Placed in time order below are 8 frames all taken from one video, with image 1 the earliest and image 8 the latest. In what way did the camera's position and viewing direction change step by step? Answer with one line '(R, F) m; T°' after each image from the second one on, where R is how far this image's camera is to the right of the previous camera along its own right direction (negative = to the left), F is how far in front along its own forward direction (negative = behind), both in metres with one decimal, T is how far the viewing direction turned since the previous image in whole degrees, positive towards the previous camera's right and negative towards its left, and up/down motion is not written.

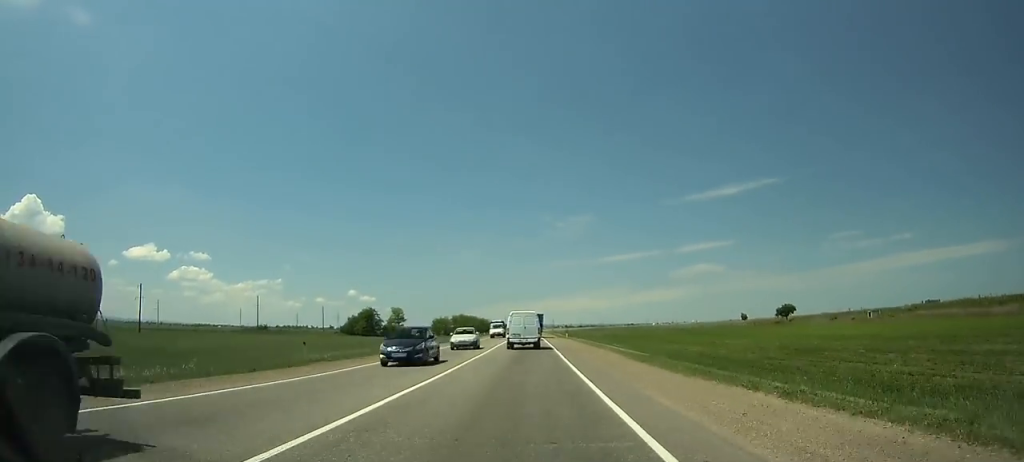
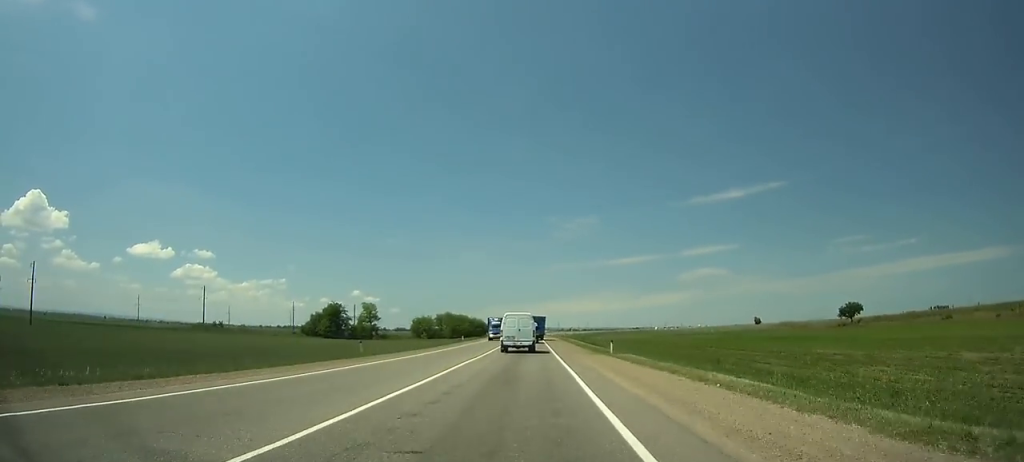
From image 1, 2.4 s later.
(-0.4, +41.2) m; -1°
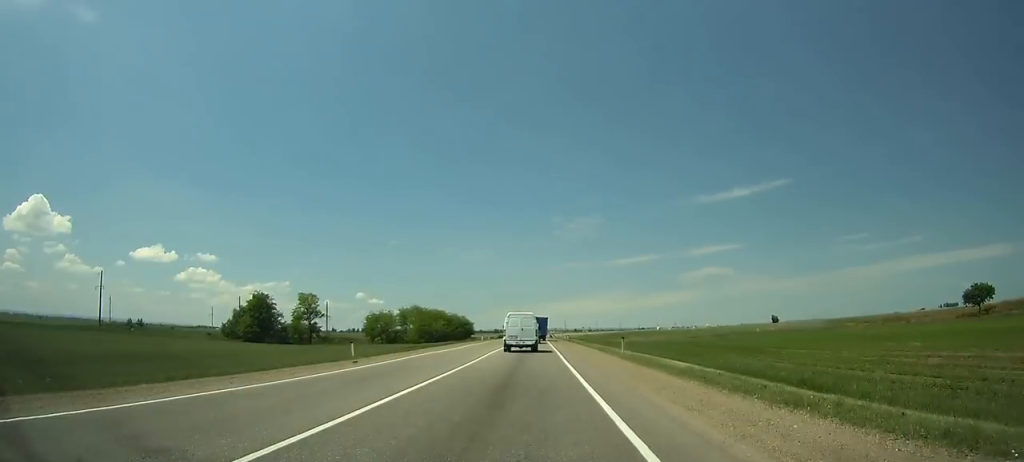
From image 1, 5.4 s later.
(-0.1, +52.0) m; 0°
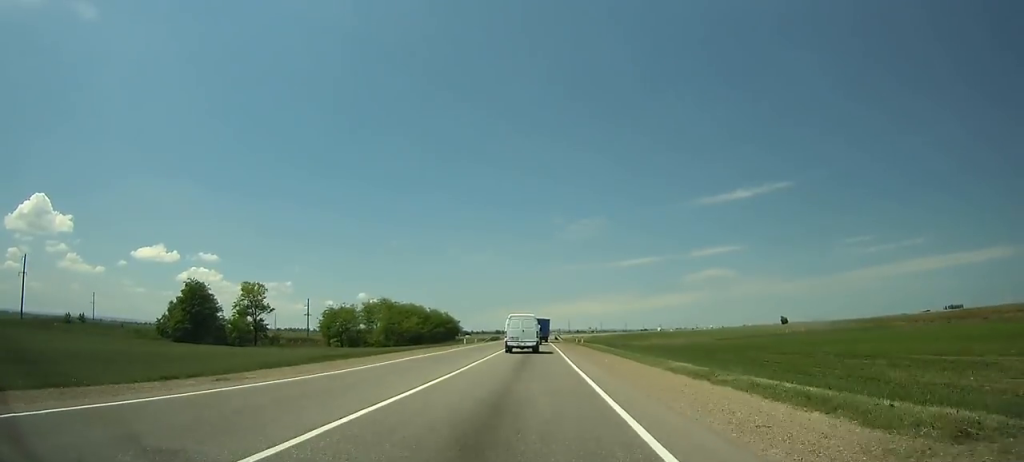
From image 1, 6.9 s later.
(+0.1, +26.2) m; 0°
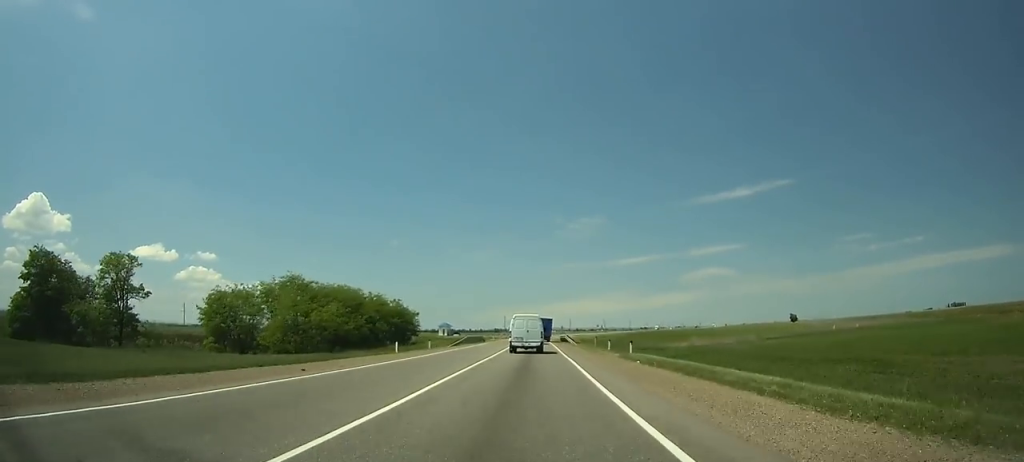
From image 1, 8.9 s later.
(-0.2, +35.3) m; 0°
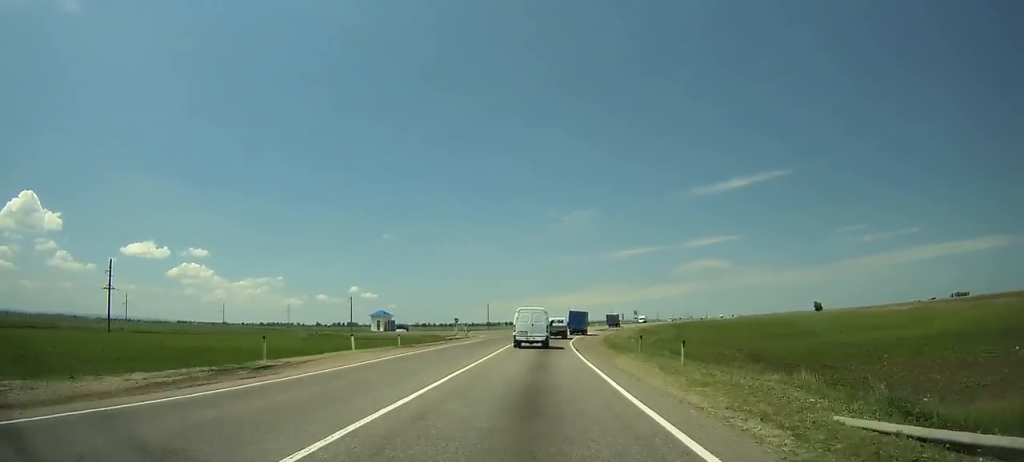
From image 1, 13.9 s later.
(-0.2, +88.7) m; +1°
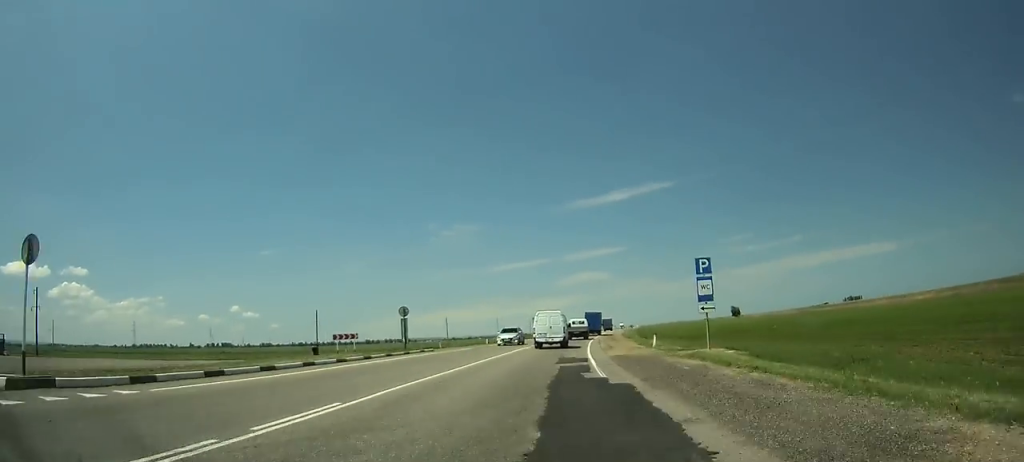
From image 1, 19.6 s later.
(+7.9, +100.6) m; +12°
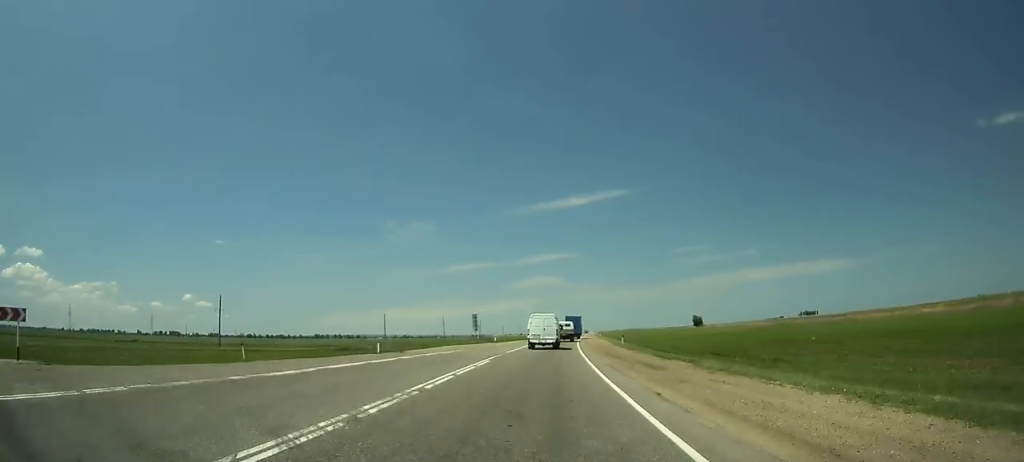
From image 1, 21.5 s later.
(+2.1, +33.8) m; +4°
